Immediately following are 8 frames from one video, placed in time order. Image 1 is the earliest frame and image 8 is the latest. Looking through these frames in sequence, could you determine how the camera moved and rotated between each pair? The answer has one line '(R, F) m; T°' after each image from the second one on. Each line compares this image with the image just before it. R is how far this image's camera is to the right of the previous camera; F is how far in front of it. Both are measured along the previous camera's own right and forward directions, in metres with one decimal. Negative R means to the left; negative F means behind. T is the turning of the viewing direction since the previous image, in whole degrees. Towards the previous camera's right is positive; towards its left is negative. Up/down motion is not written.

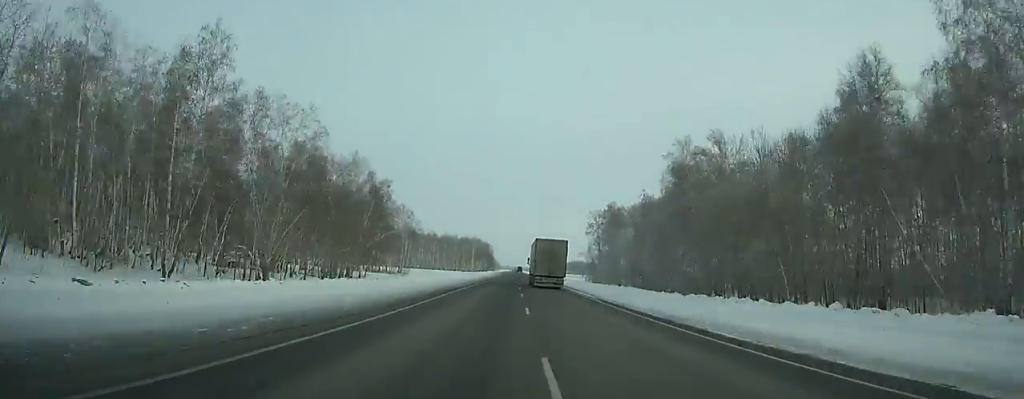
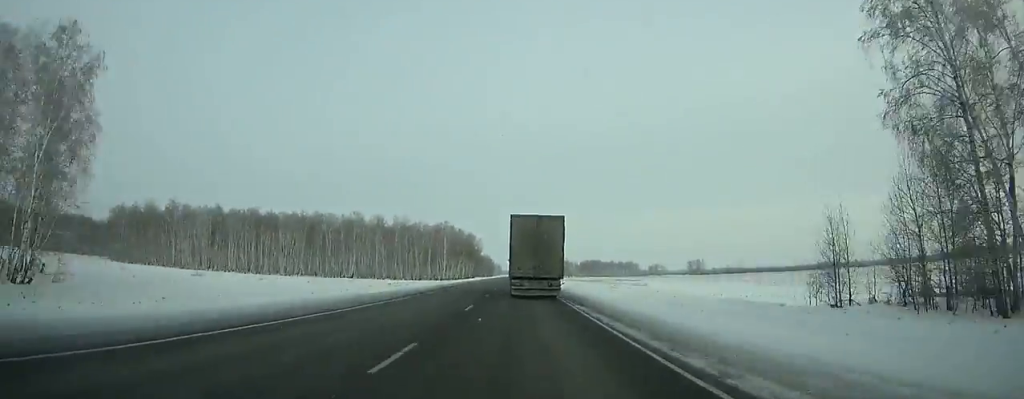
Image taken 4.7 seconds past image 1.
(-0.6, +129.8) m; -1°
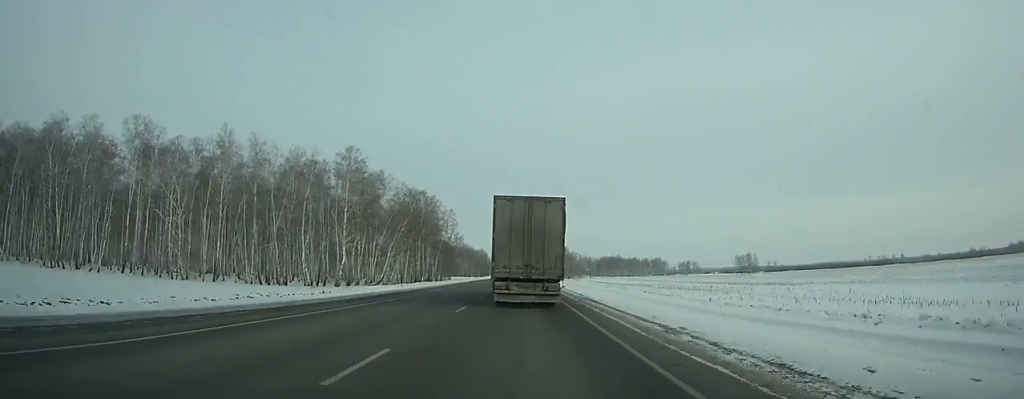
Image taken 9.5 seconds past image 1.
(-0.8, +121.0) m; -1°
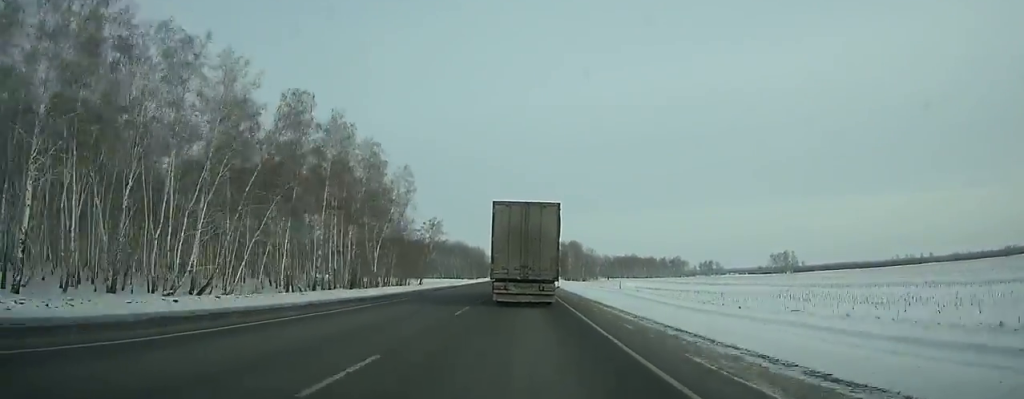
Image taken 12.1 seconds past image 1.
(-0.1, +62.2) m; 0°
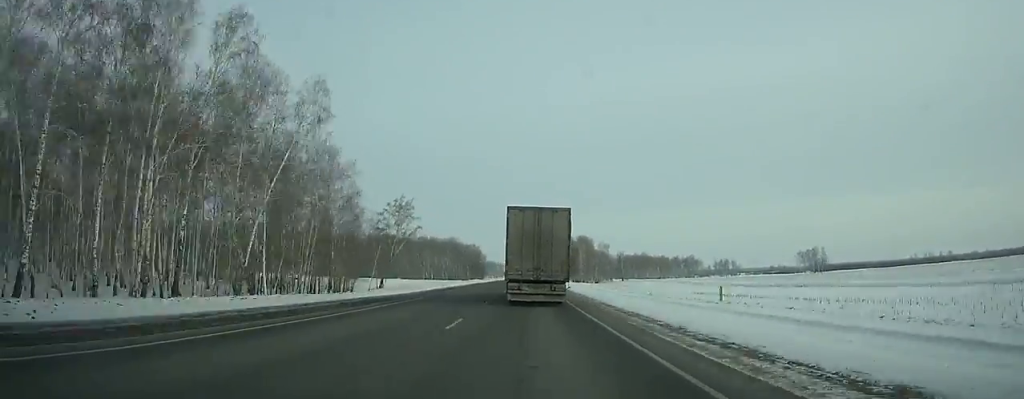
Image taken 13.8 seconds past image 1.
(+0.1, +40.4) m; 0°
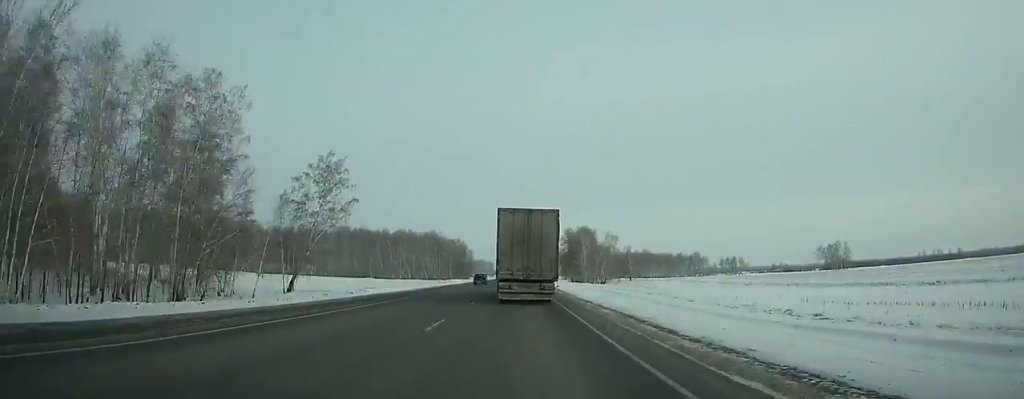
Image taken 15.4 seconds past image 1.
(+0.2, +38.0) m; 0°
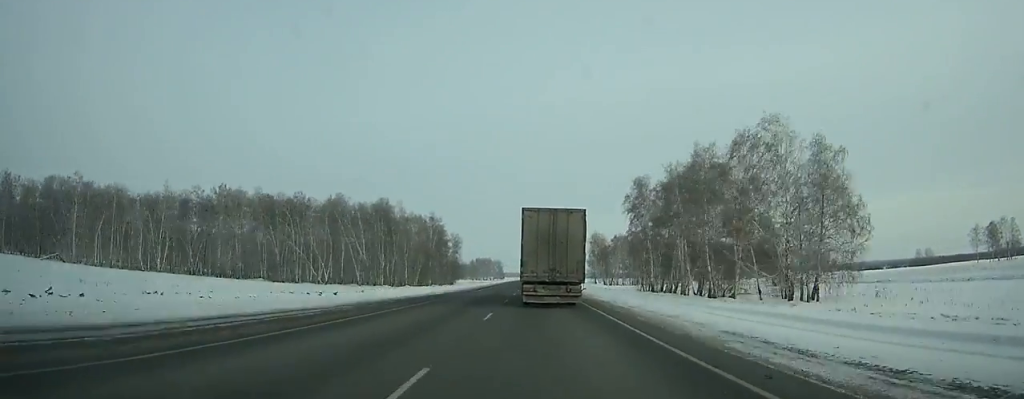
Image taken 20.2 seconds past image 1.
(-0.3, +115.6) m; 0°
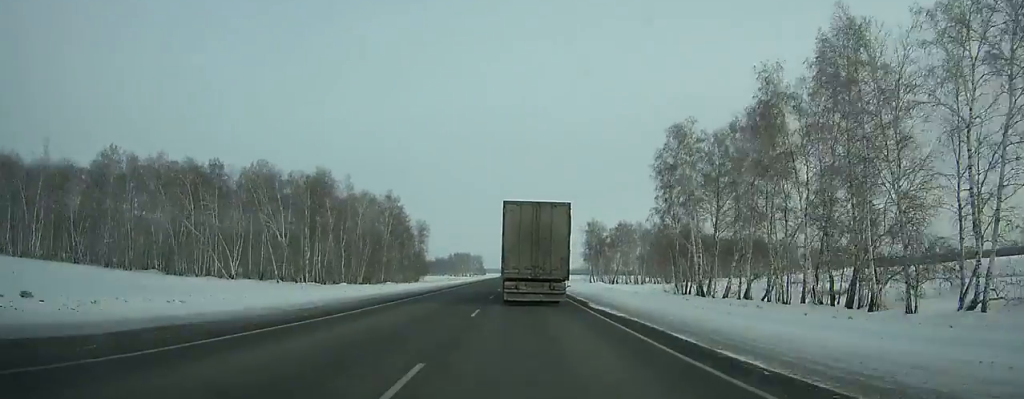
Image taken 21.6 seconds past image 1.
(+0.1, +34.1) m; 0°
